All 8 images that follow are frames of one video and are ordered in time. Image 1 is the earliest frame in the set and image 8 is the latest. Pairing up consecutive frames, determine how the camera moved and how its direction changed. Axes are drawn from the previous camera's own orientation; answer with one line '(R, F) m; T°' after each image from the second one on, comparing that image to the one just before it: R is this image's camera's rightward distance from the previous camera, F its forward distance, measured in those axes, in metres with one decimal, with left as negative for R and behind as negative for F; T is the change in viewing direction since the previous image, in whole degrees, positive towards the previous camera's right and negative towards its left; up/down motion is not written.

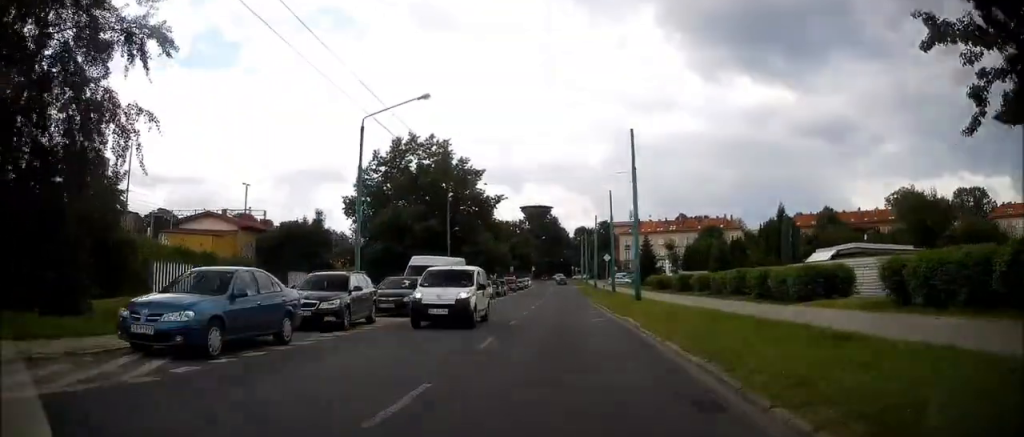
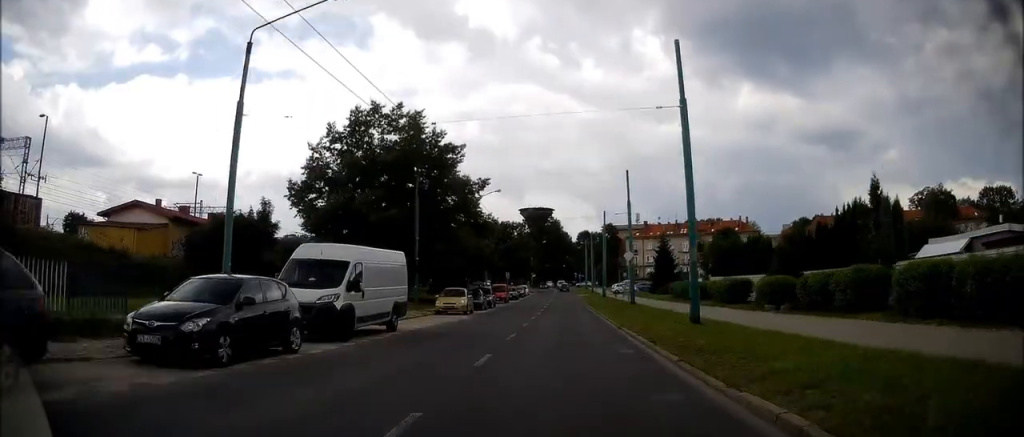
(0.0, +11.9) m; 0°
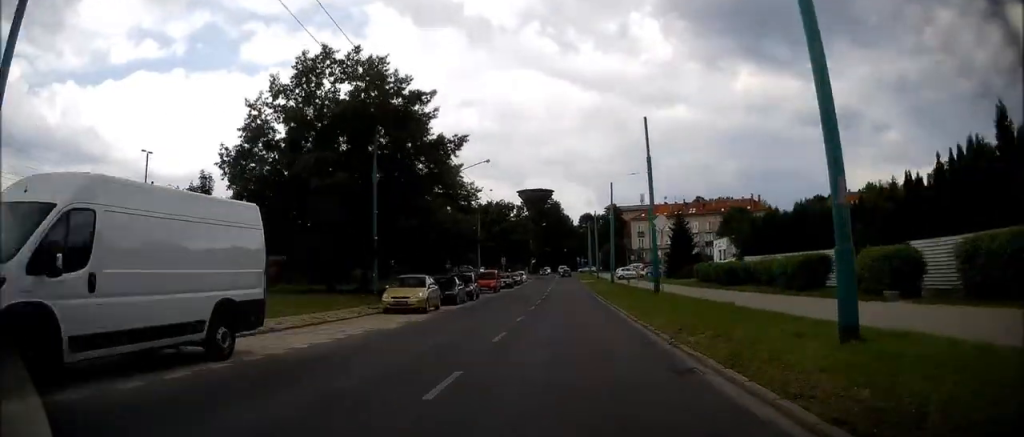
(0.0, +10.0) m; 0°
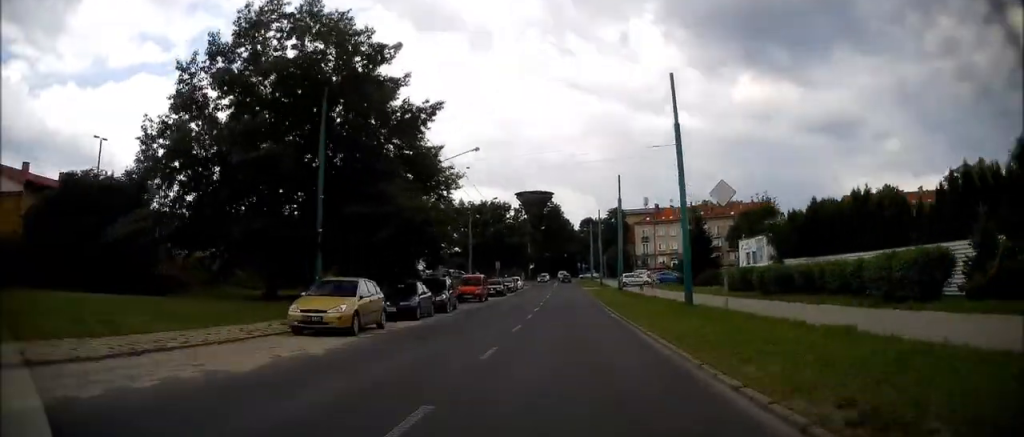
(0.0, +7.6) m; 0°
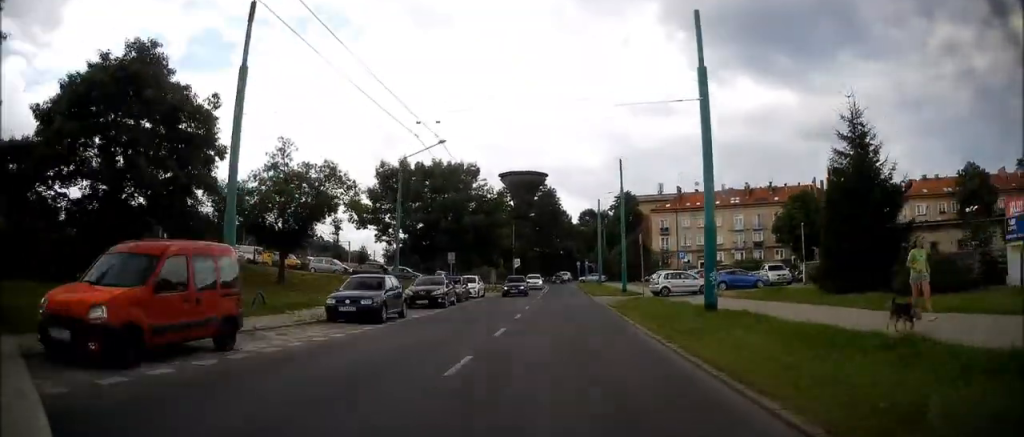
(0.0, +31.4) m; 0°
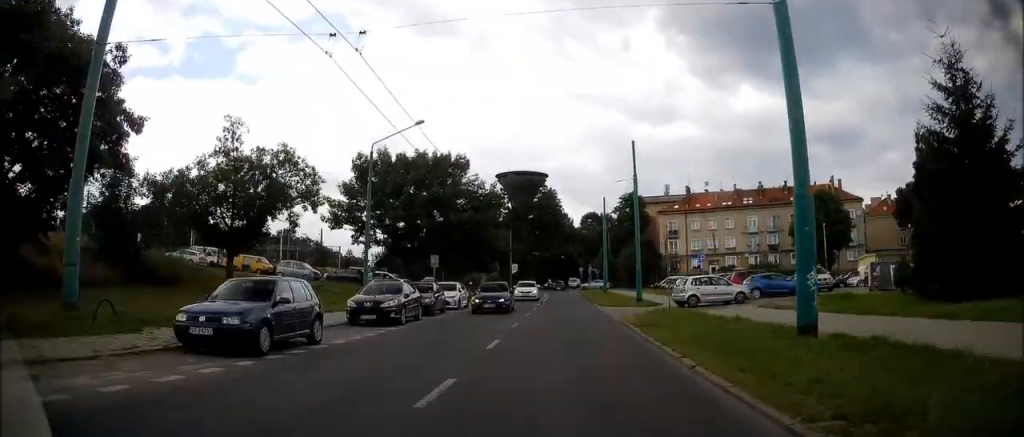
(0.0, +7.1) m; 0°
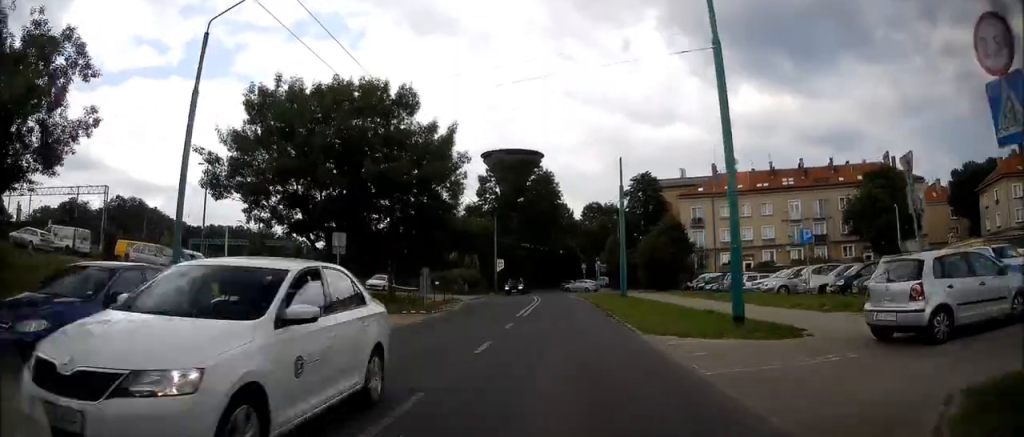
(+0.1, +17.3) m; 0°
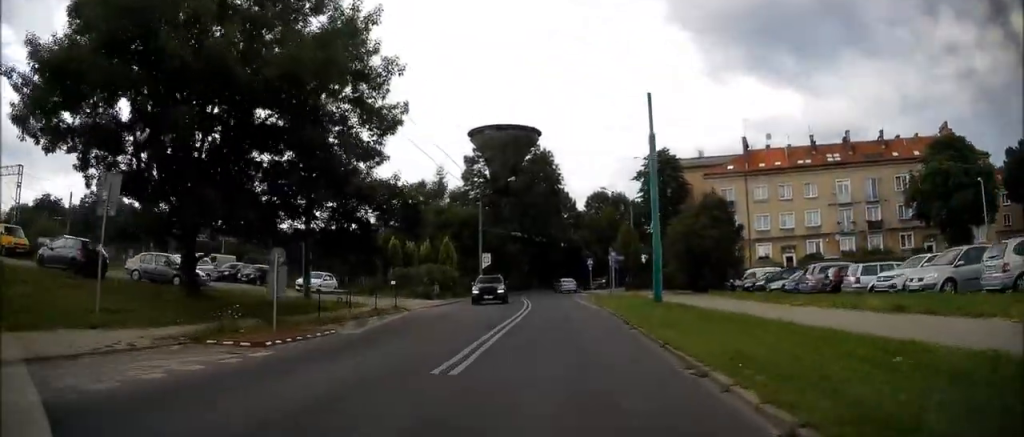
(0.0, +14.7) m; -1°
